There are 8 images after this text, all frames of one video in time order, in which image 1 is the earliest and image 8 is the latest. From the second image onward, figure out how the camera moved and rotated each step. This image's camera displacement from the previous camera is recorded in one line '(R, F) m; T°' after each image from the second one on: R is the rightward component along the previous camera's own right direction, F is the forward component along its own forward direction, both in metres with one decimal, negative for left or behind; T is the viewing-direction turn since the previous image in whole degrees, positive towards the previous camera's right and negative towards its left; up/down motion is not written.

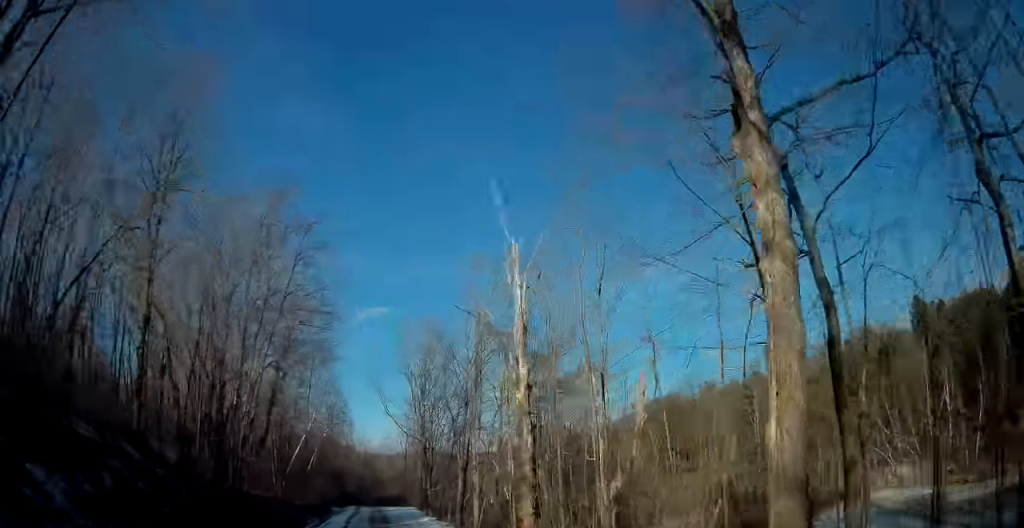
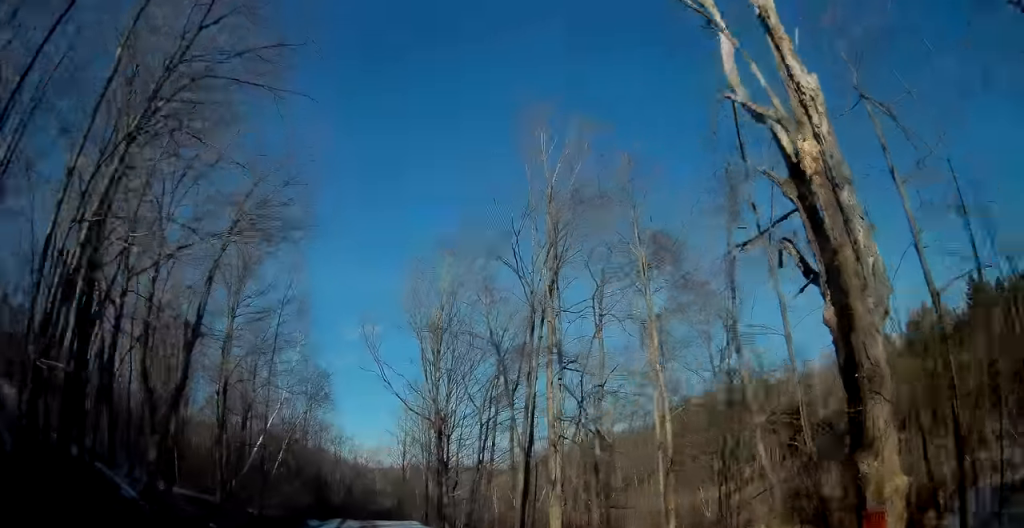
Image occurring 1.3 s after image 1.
(+0.2, +14.7) m; +1°
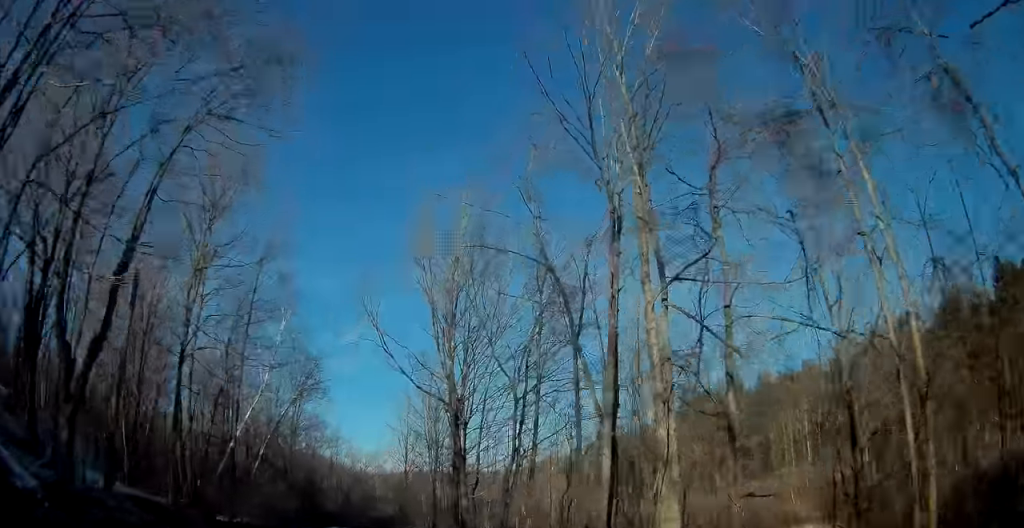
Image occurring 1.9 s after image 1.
(0.0, +6.6) m; 0°
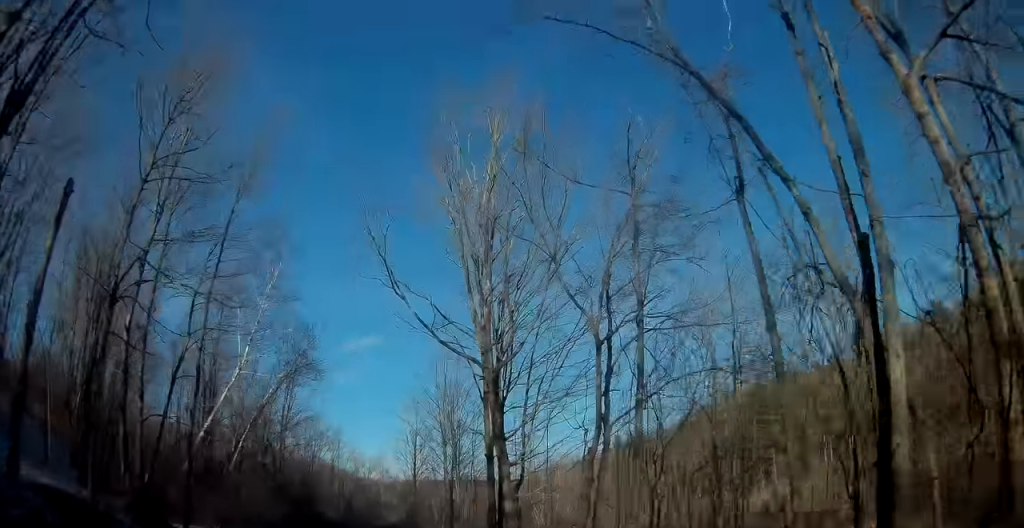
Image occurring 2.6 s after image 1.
(-0.1, +7.0) m; -1°
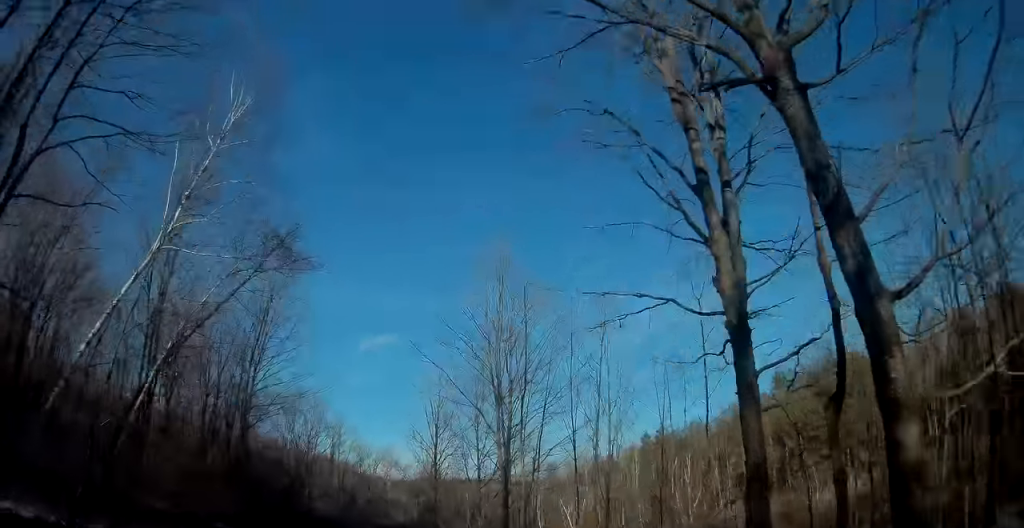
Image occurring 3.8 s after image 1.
(+0.1, +13.0) m; +1°
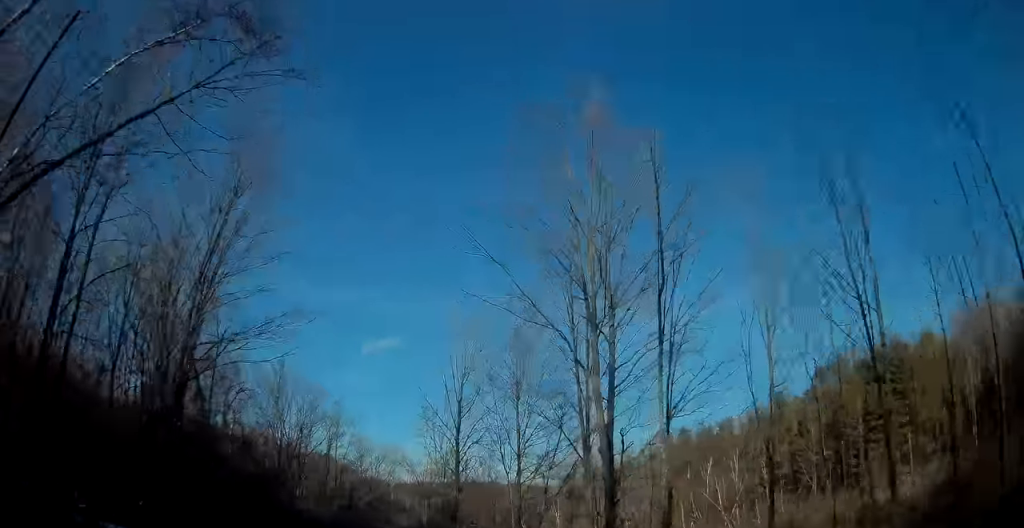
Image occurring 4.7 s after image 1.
(0.0, +9.7) m; 0°
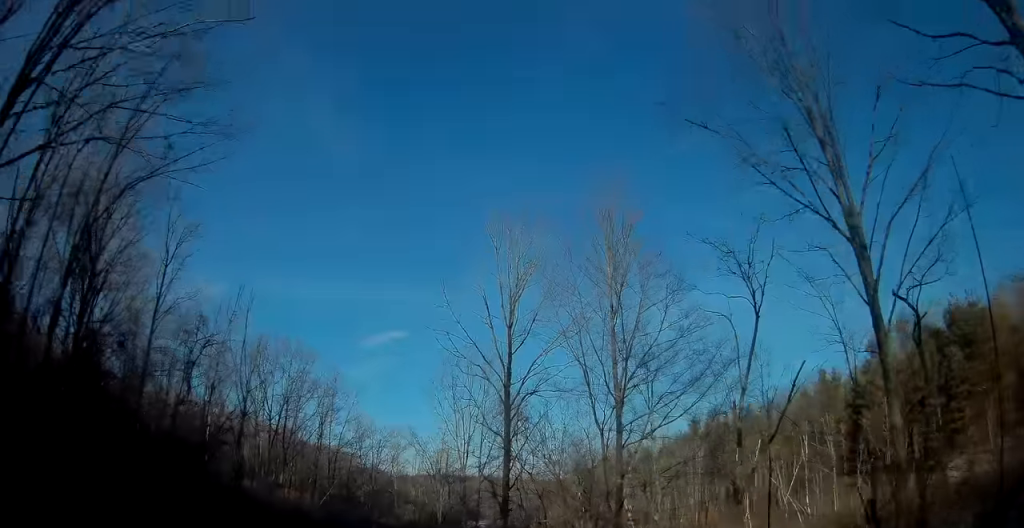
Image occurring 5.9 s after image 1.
(-0.1, +11.4) m; -1°
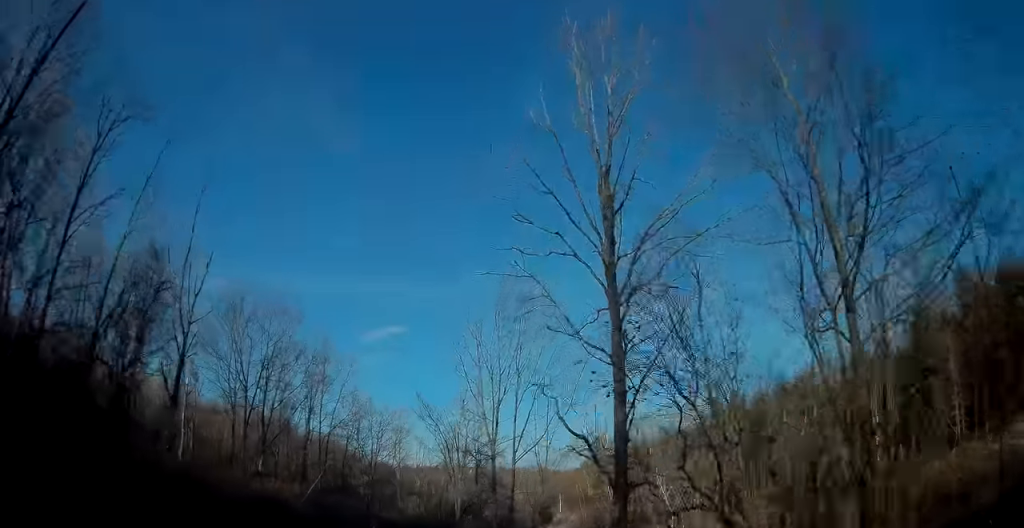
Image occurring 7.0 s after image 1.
(-0.1, +9.2) m; -1°
